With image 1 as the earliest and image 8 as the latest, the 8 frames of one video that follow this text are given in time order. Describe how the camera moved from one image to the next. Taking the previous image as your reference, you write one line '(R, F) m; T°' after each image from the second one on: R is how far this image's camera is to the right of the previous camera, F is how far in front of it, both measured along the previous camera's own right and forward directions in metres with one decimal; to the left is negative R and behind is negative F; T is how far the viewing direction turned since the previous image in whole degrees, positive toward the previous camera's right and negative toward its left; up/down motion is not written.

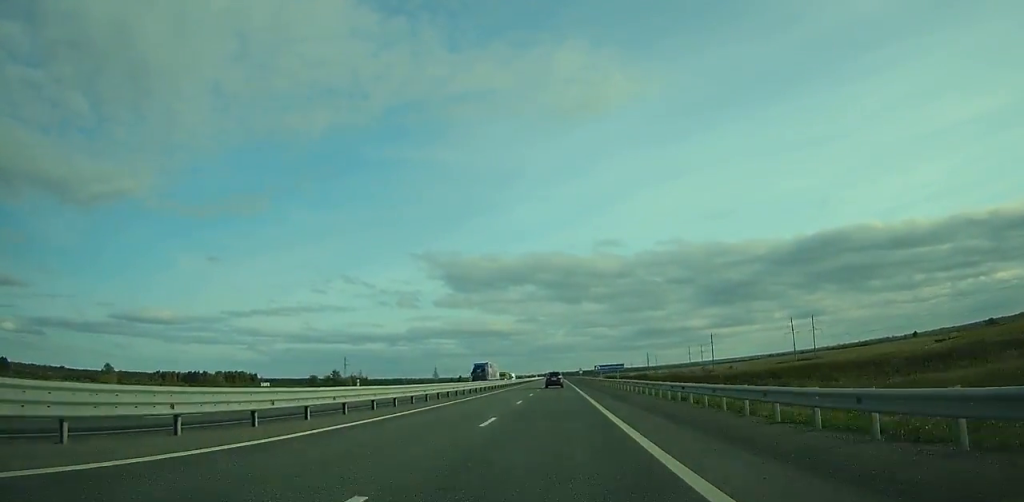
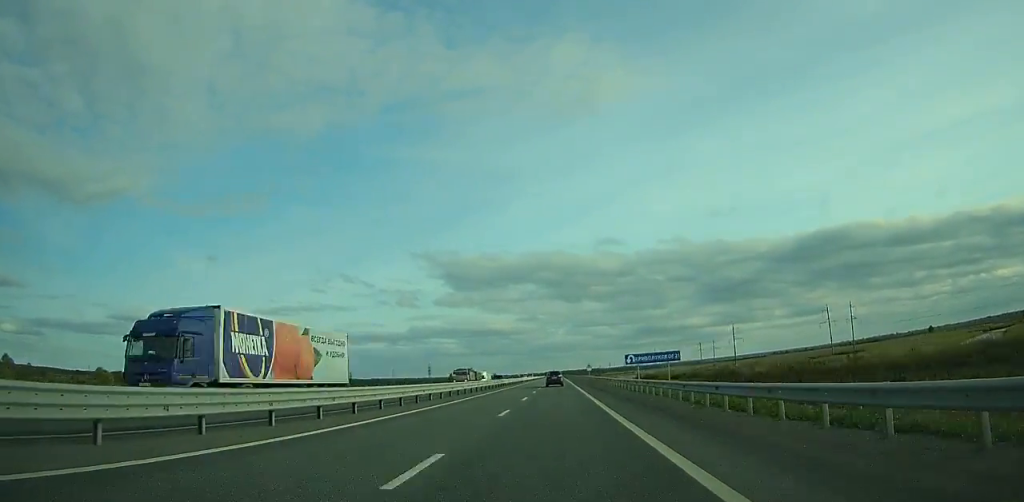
(-0.1, +45.2) m; 0°
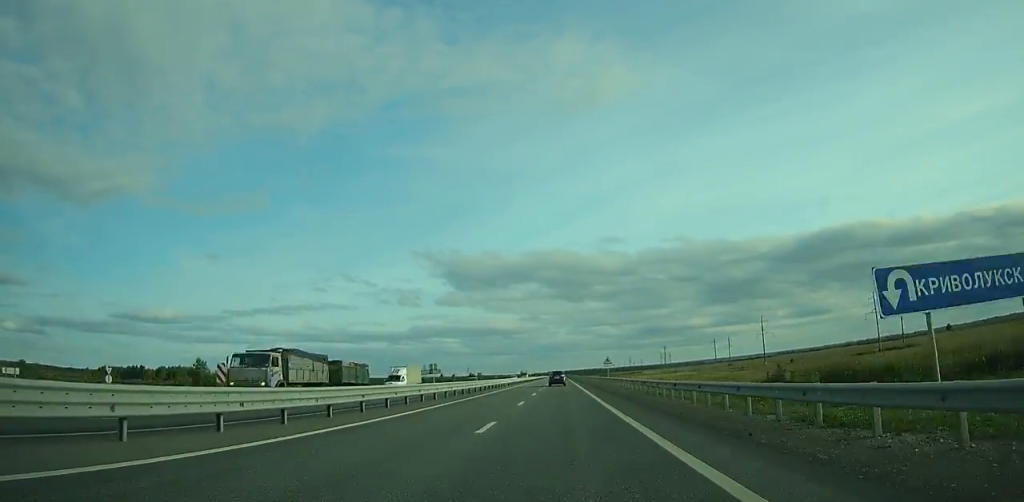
(-0.1, +42.0) m; 0°
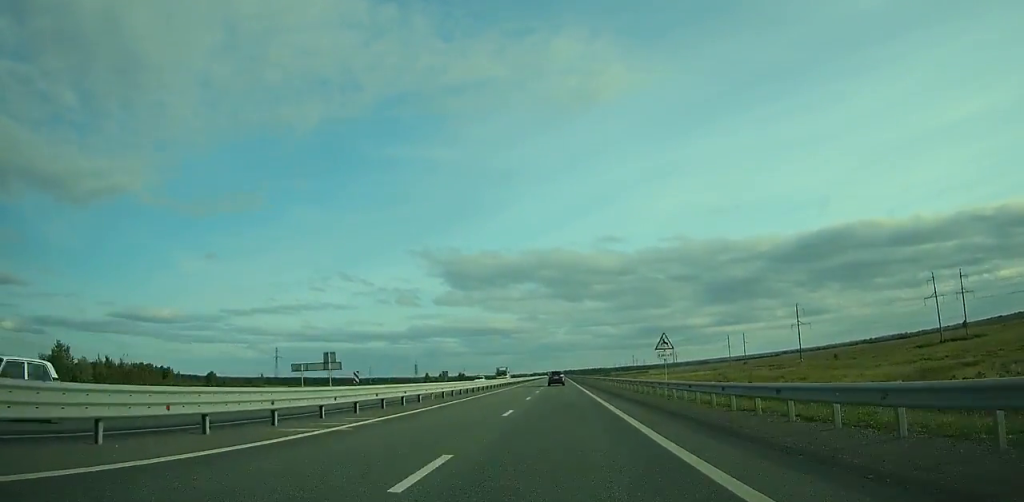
(-0.1, +41.7) m; 0°
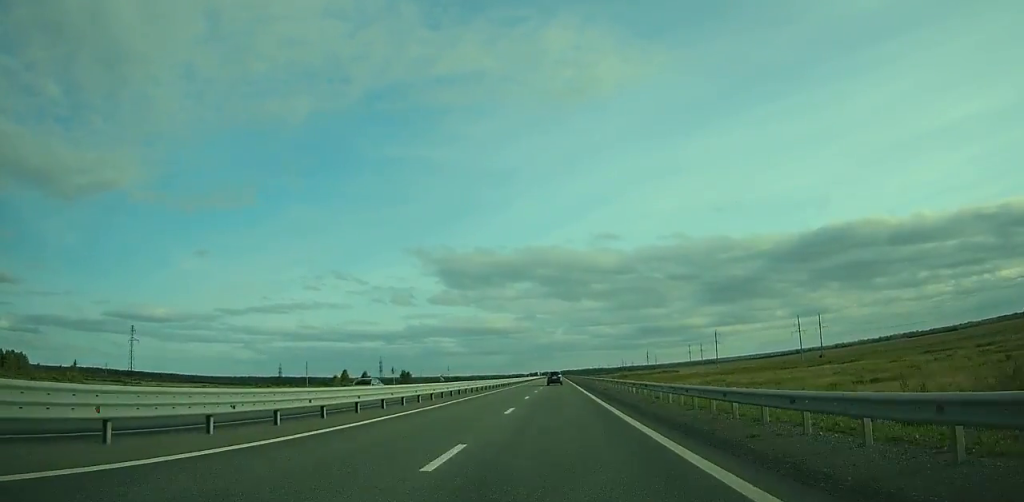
(-0.1, +139.1) m; 0°
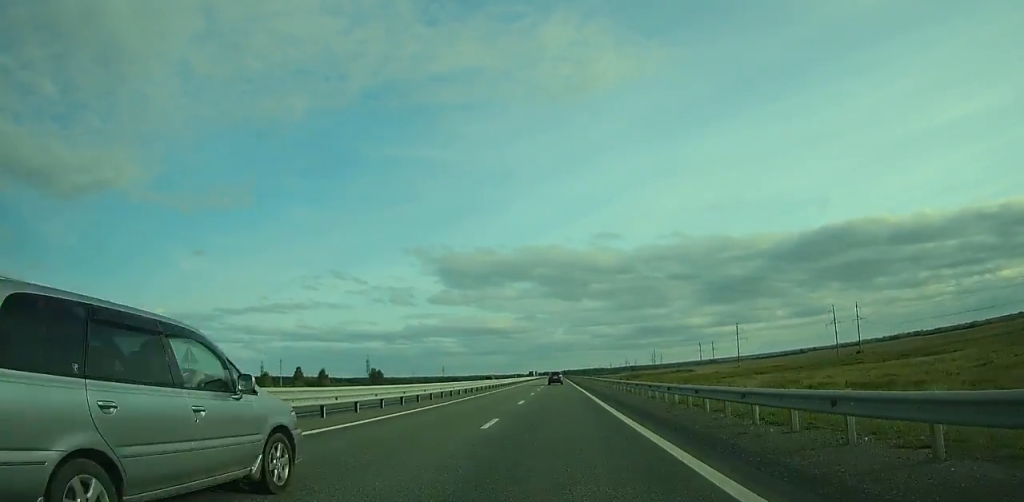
(0.0, +41.3) m; 0°
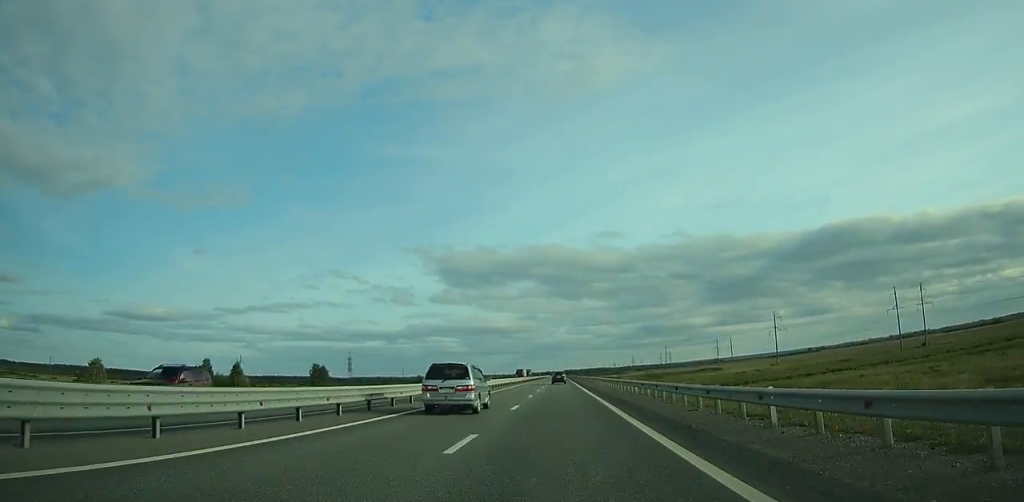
(0.0, +53.1) m; 0°
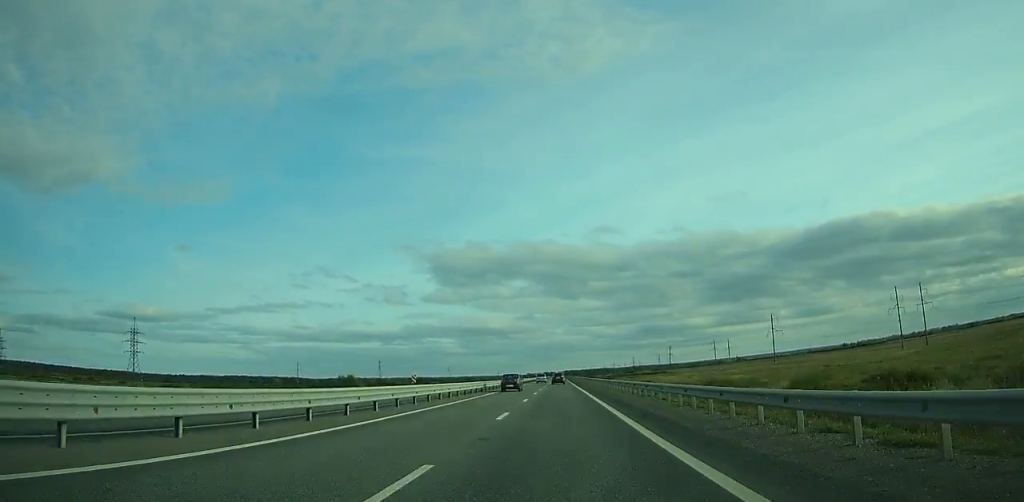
(+0.2, +268.1) m; 0°
